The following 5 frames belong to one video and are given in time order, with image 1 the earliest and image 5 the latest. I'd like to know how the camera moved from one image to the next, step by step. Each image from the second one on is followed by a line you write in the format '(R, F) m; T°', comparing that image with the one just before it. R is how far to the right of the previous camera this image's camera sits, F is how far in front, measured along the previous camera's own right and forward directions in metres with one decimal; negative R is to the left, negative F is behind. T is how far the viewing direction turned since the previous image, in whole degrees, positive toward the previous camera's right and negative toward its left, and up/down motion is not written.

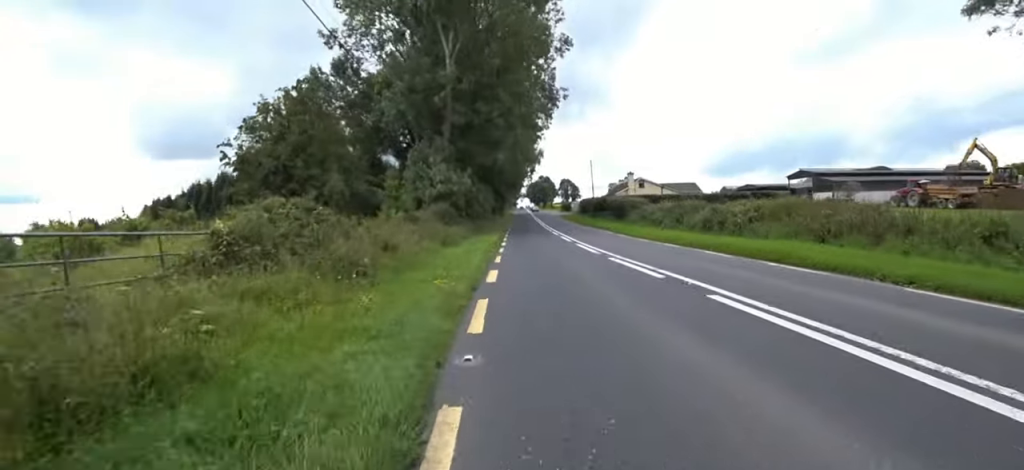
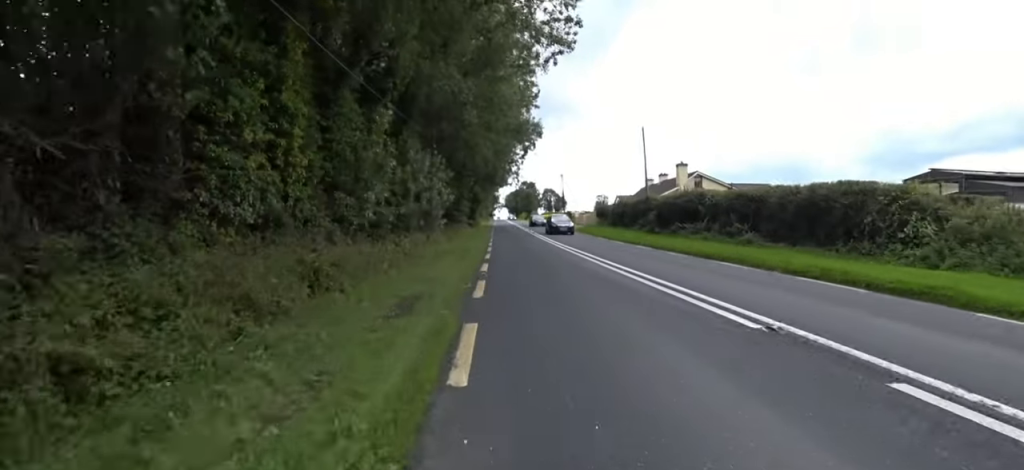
(-0.8, +27.8) m; +2°
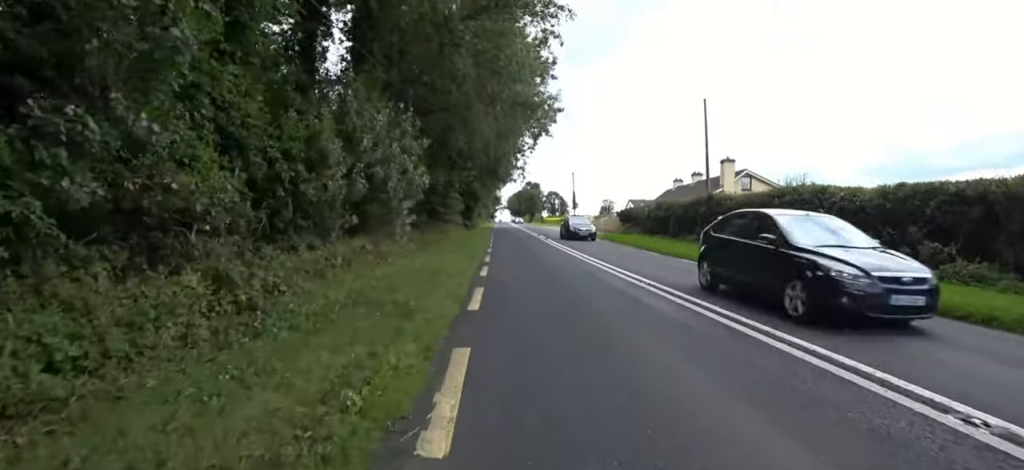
(0.0, +8.5) m; 0°
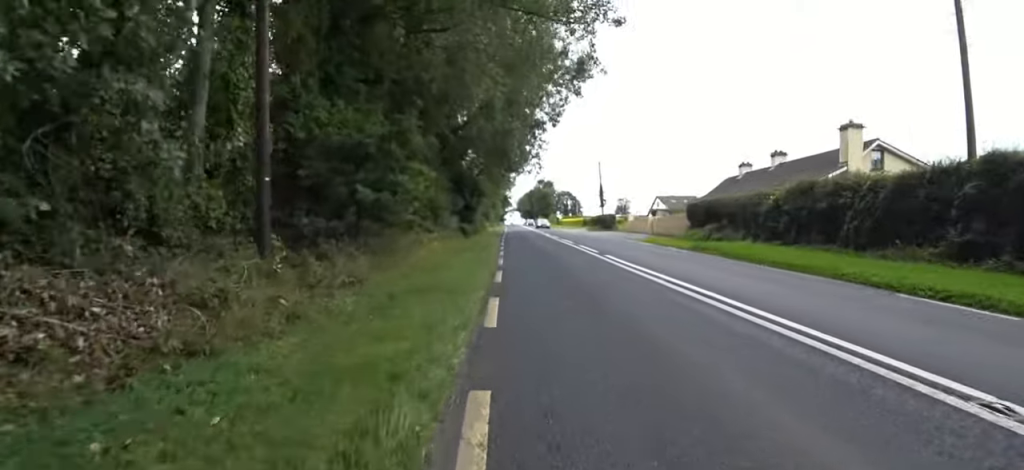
(-0.4, +12.6) m; -5°
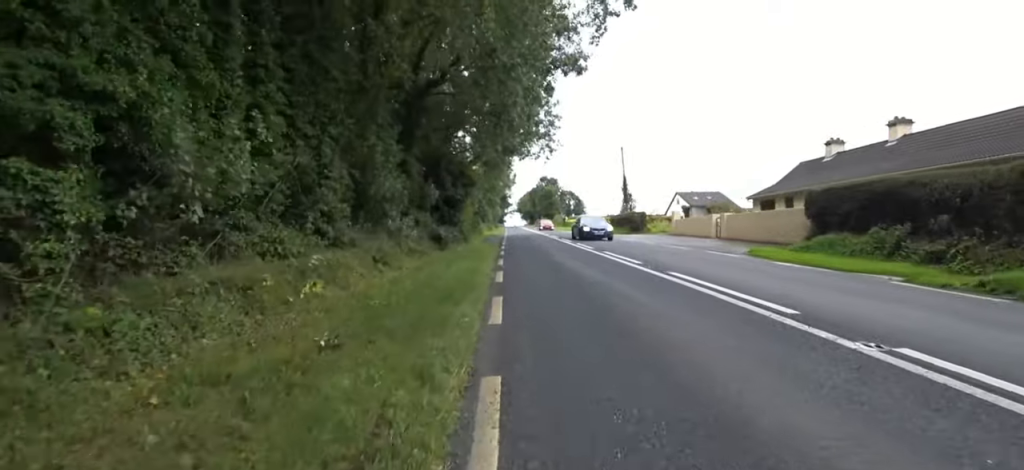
(-0.2, +11.1) m; +2°
